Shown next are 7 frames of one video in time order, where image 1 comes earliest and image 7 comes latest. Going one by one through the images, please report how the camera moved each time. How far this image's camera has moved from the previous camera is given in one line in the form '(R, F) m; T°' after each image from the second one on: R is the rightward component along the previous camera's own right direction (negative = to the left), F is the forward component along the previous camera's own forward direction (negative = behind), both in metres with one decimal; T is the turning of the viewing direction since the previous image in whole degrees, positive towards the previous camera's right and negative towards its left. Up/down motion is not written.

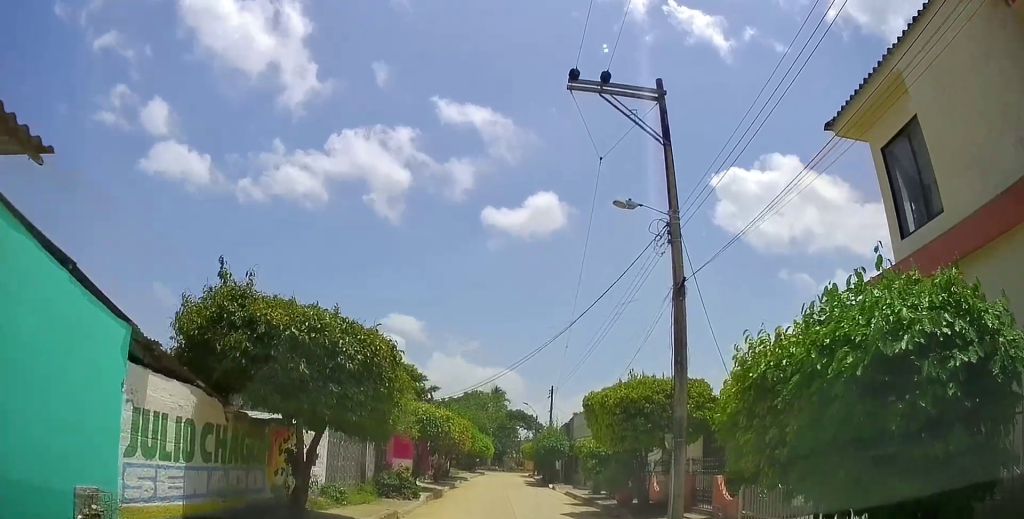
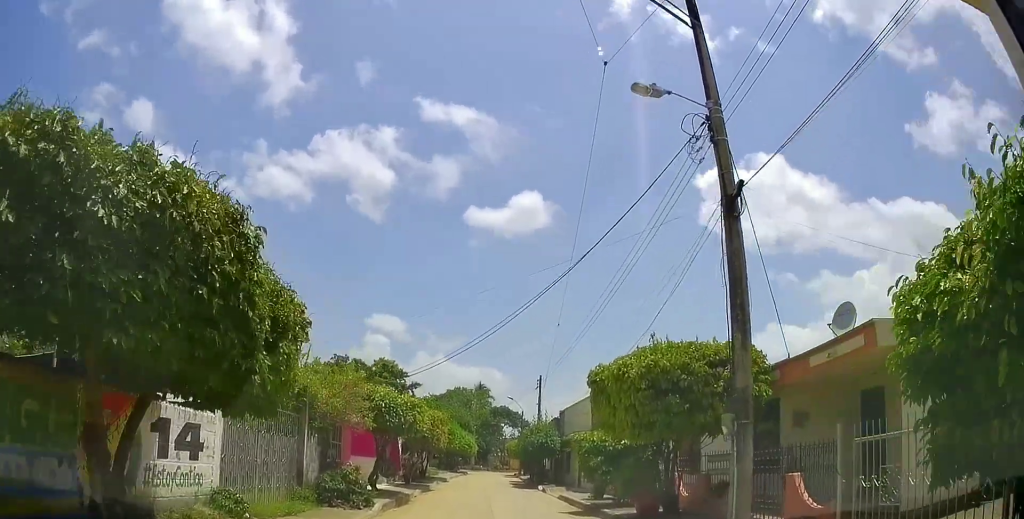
(0.0, +4.0) m; +2°
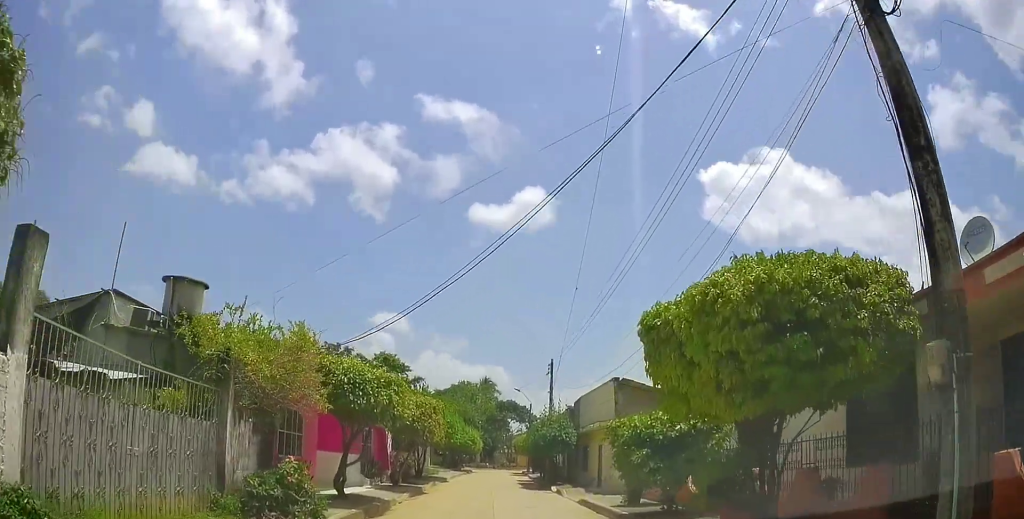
(+0.1, +4.3) m; +5°
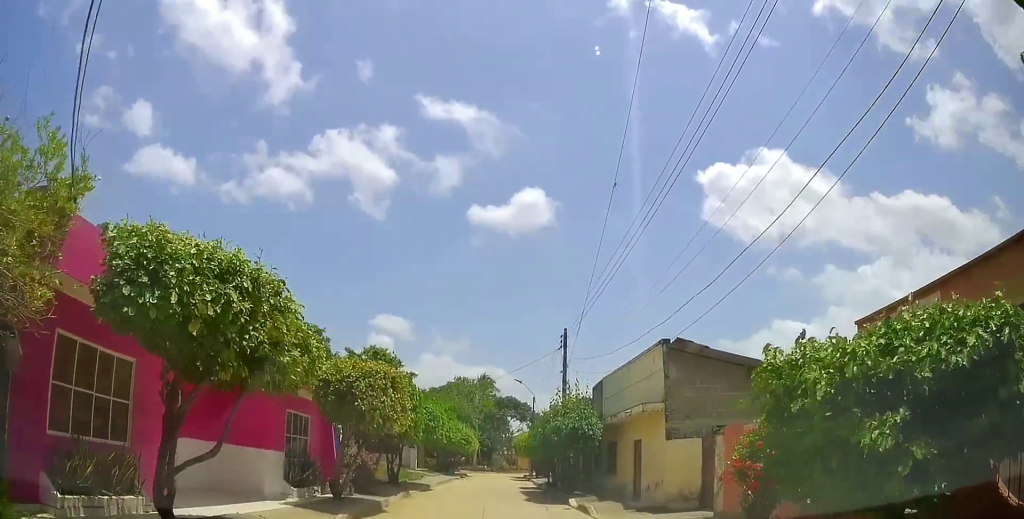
(+0.5, +7.4) m; +4°
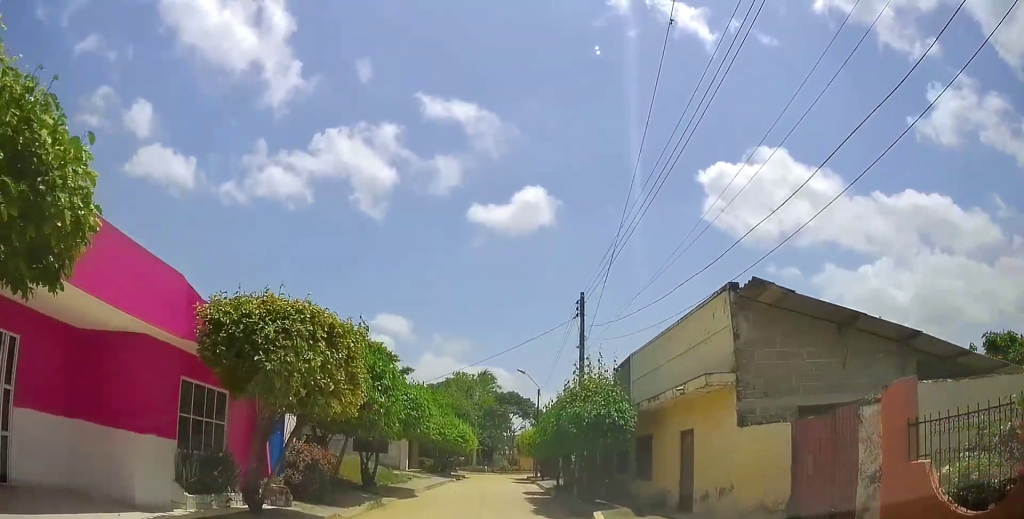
(0.0, +5.0) m; 0°
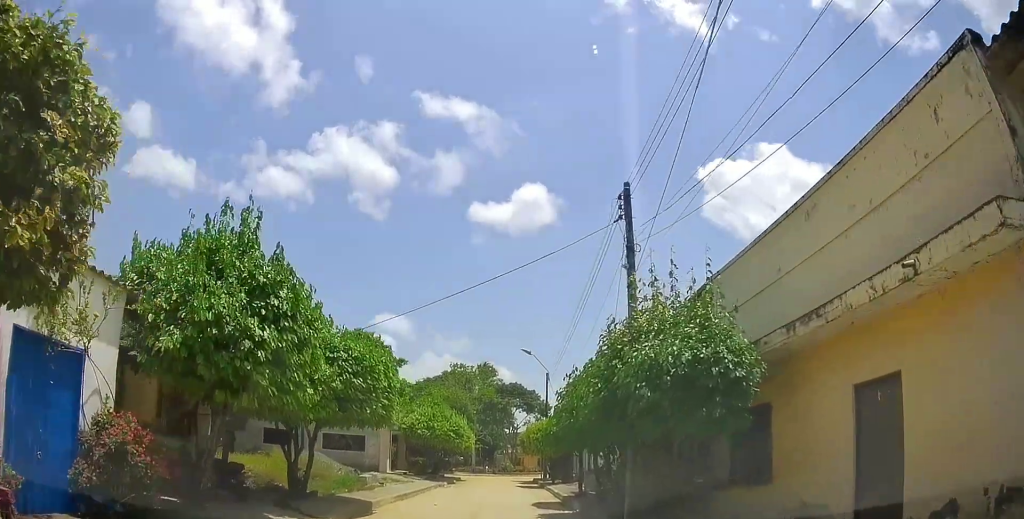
(0.0, +8.0) m; 0°
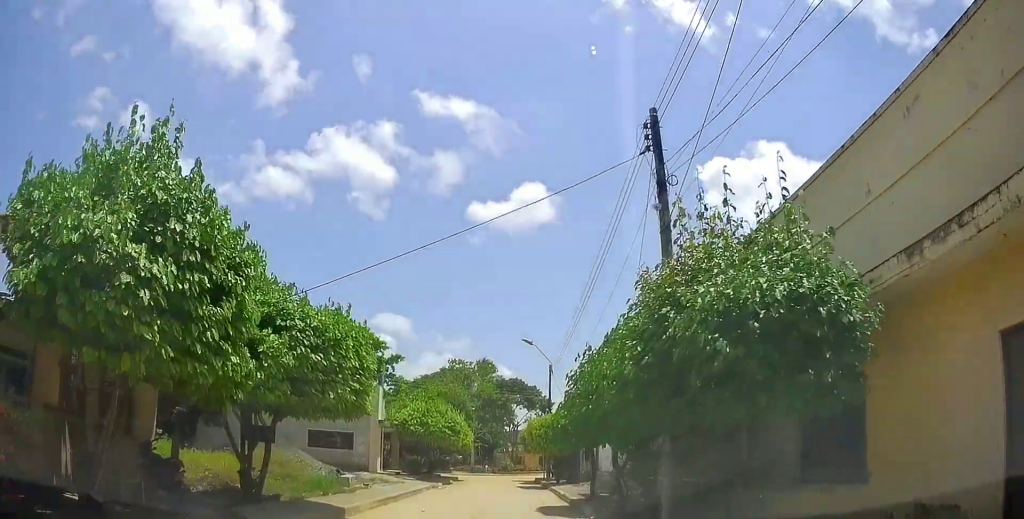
(0.0, +2.8) m; -1°
